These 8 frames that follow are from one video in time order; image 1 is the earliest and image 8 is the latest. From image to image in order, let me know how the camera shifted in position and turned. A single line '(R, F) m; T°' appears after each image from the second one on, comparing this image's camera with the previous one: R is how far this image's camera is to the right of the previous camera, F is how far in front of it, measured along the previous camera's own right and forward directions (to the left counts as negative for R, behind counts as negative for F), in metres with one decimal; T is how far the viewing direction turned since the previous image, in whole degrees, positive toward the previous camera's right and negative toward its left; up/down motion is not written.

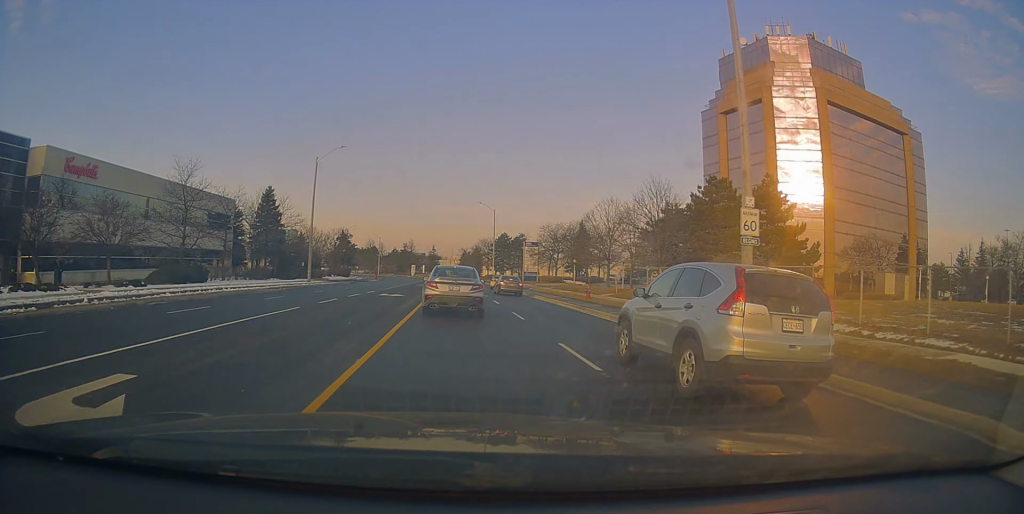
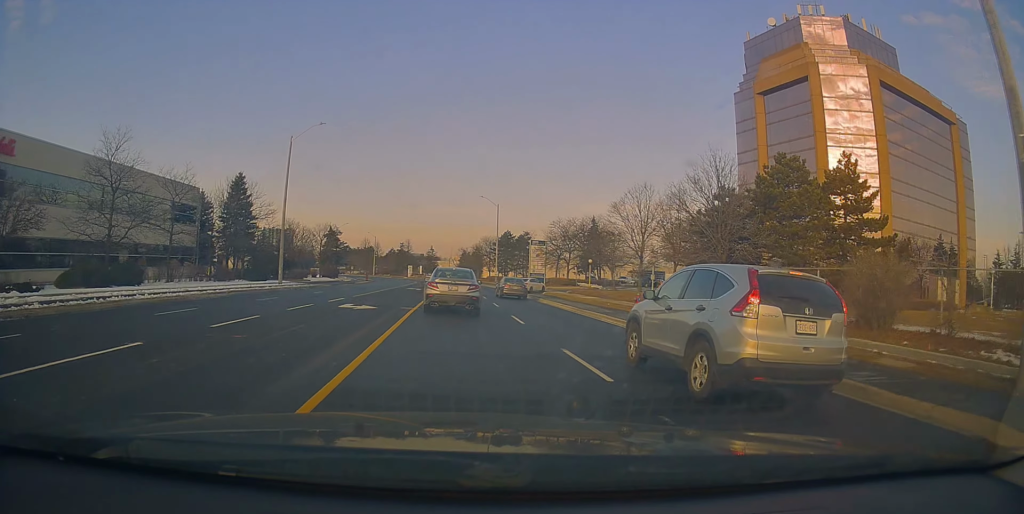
(-0.3, +9.7) m; -4°
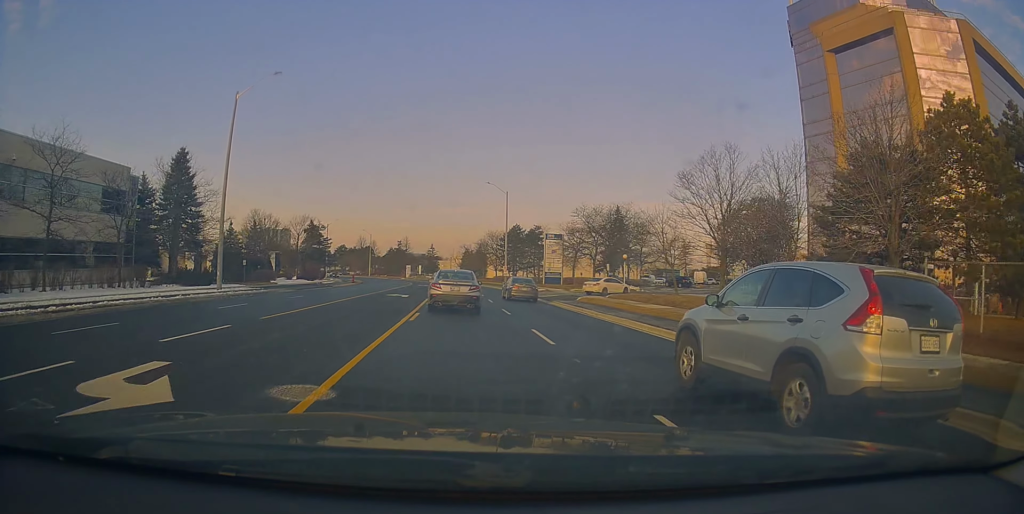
(-0.5, +13.7) m; 0°
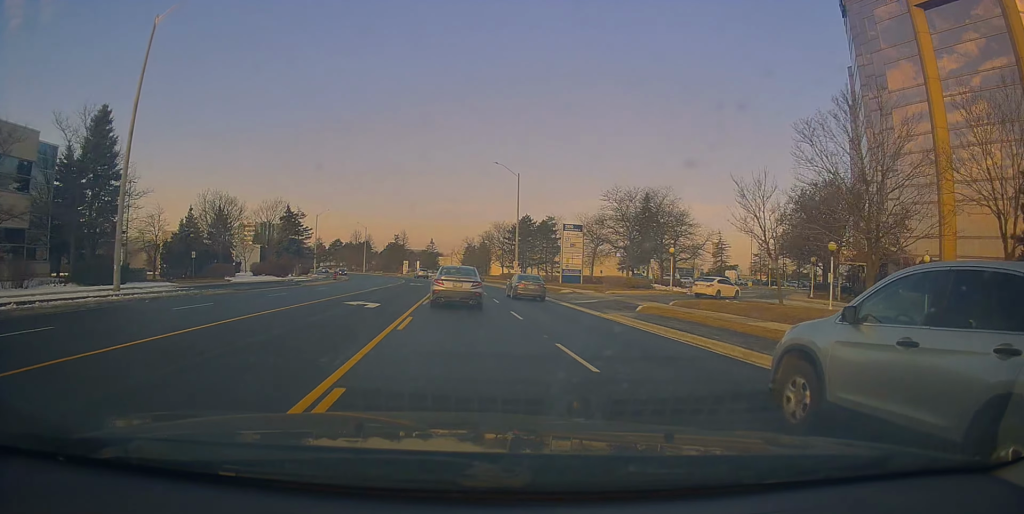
(+0.5, +12.1) m; +1°
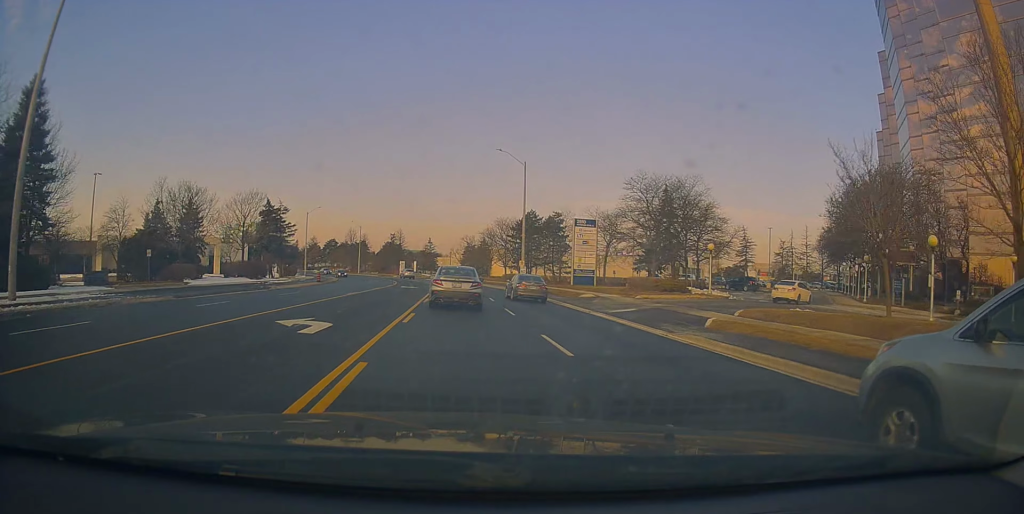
(-0.1, +7.4) m; 0°
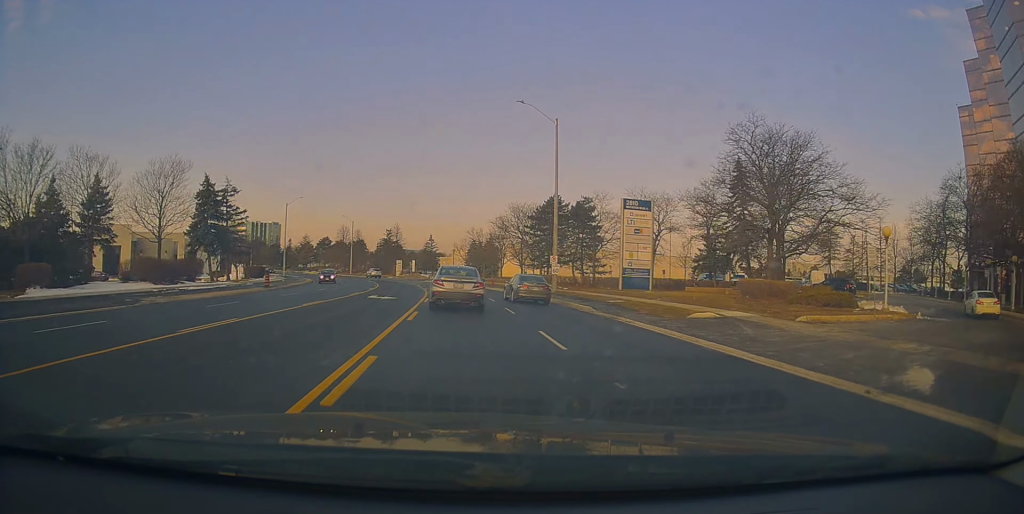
(-0.1, +17.1) m; 0°
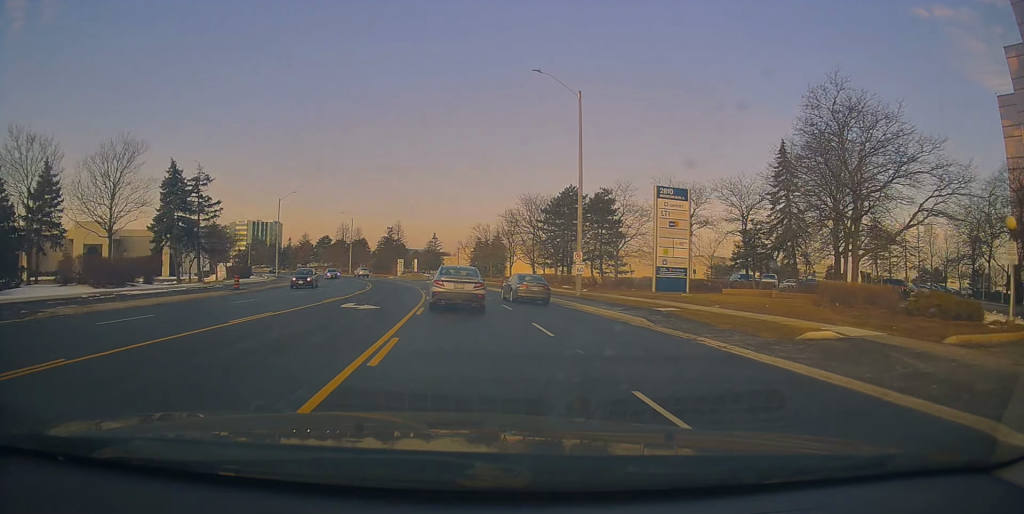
(0.0, +6.9) m; 0°
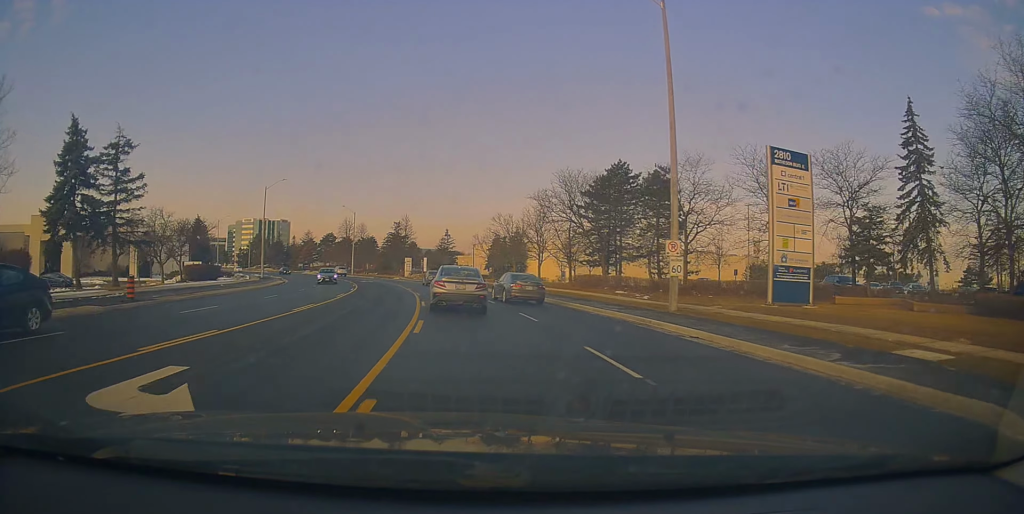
(0.0, +13.9) m; -2°
